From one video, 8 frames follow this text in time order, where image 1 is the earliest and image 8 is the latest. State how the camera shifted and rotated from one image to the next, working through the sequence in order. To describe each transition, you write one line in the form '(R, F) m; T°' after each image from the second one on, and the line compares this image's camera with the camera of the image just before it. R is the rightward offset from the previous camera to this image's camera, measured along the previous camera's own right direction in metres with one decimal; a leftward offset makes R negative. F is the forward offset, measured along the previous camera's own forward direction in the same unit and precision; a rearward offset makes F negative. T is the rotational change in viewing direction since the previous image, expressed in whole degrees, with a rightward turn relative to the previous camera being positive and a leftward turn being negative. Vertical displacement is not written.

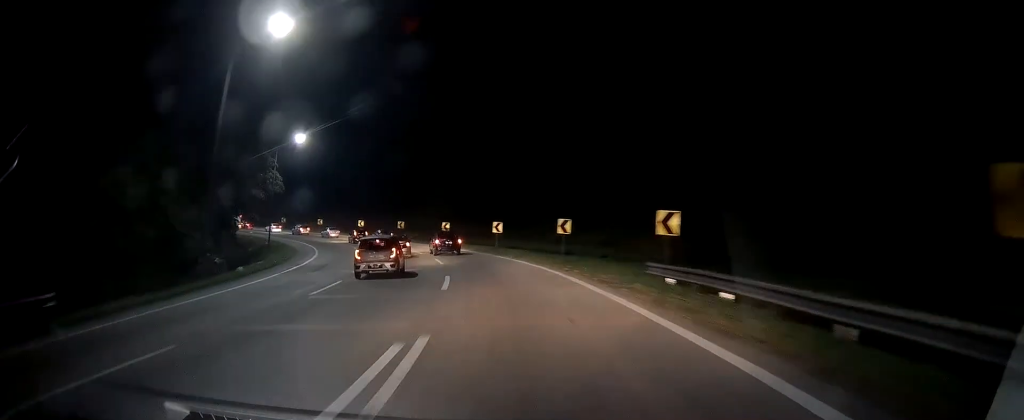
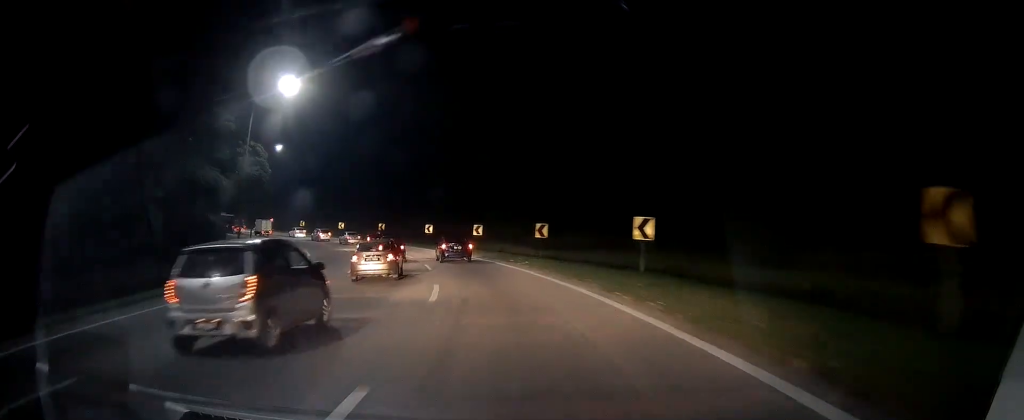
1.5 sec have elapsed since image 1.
(-2.8, +28.2) m; -11°
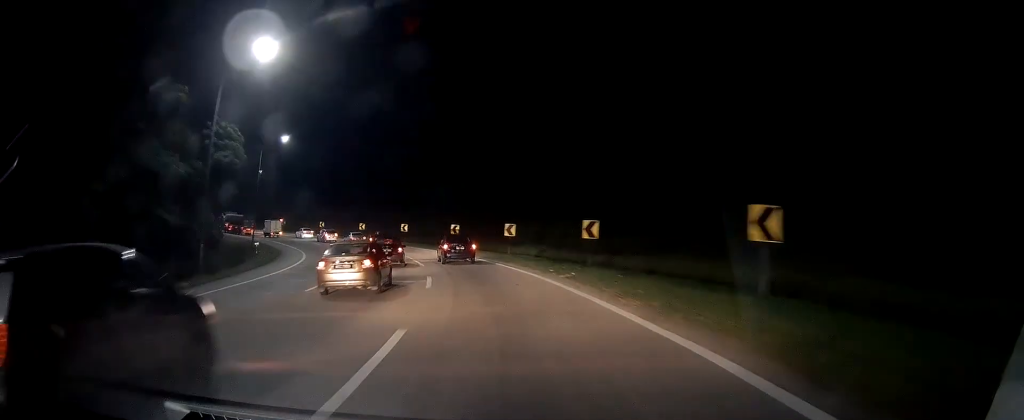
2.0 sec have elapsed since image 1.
(-0.4, +9.3) m; -4°
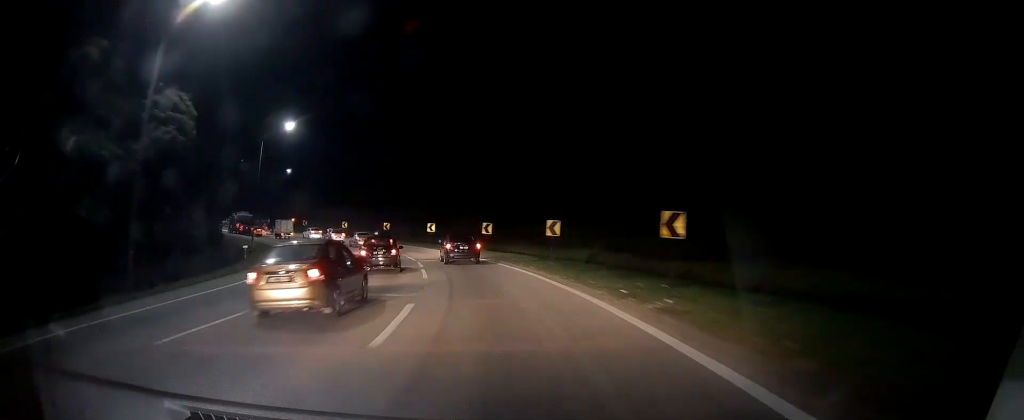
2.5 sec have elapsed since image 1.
(-0.1, +9.8) m; -4°
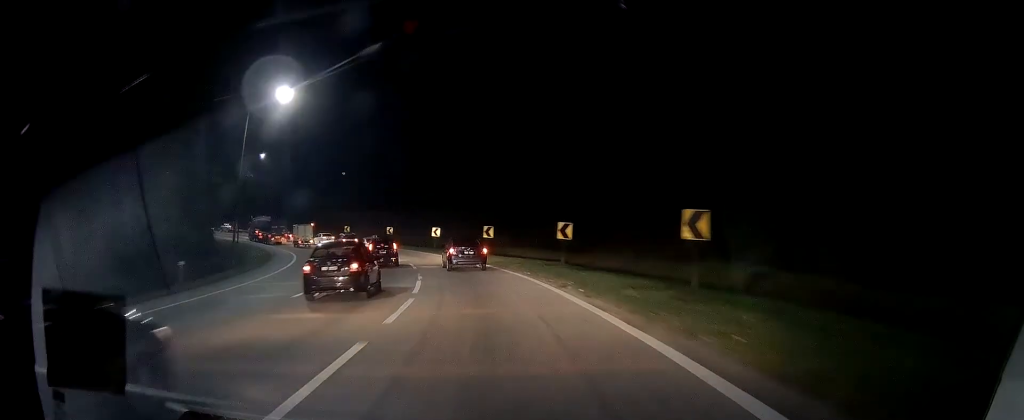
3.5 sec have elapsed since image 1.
(-1.4, +17.7) m; -11°
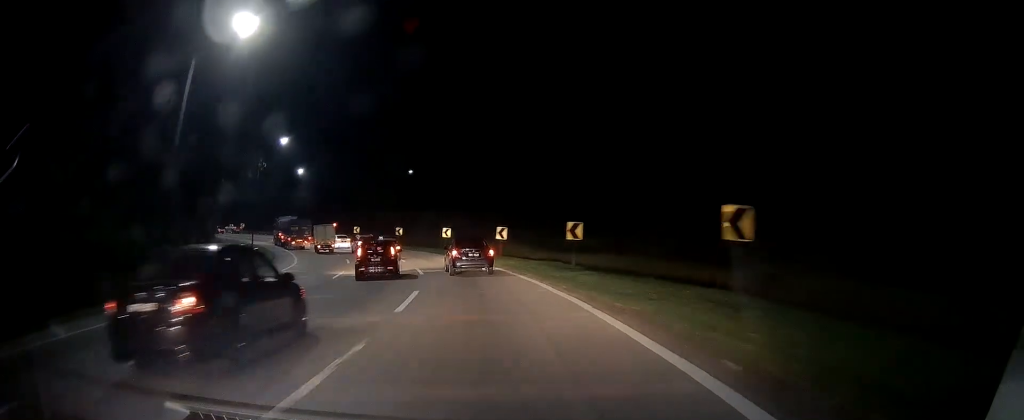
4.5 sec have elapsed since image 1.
(-1.8, +17.2) m; -8°
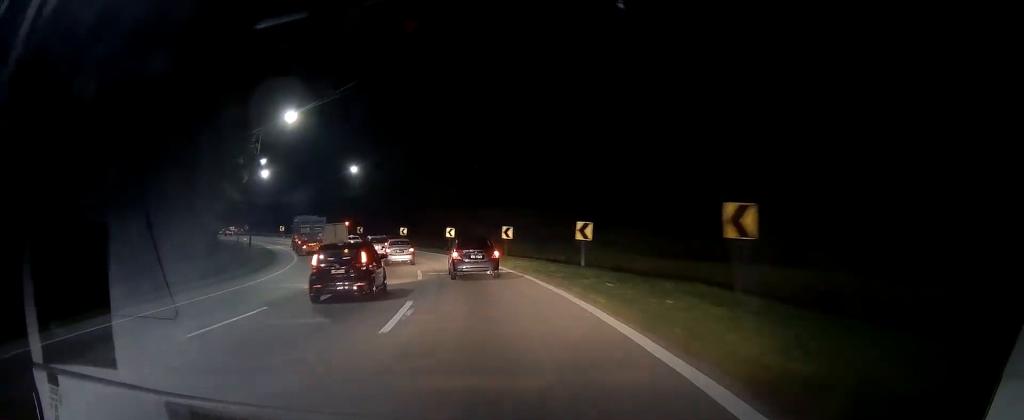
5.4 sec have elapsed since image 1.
(-0.7, +15.6) m; -5°
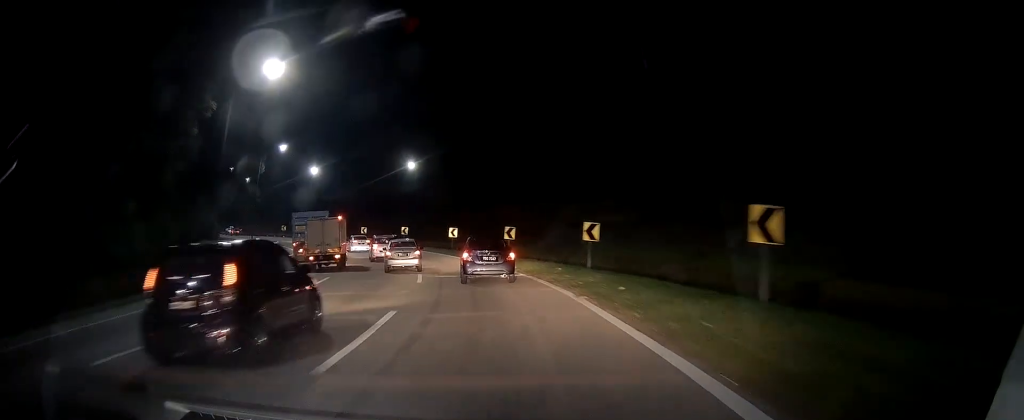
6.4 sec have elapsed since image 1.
(-0.8, +15.7) m; -7°
